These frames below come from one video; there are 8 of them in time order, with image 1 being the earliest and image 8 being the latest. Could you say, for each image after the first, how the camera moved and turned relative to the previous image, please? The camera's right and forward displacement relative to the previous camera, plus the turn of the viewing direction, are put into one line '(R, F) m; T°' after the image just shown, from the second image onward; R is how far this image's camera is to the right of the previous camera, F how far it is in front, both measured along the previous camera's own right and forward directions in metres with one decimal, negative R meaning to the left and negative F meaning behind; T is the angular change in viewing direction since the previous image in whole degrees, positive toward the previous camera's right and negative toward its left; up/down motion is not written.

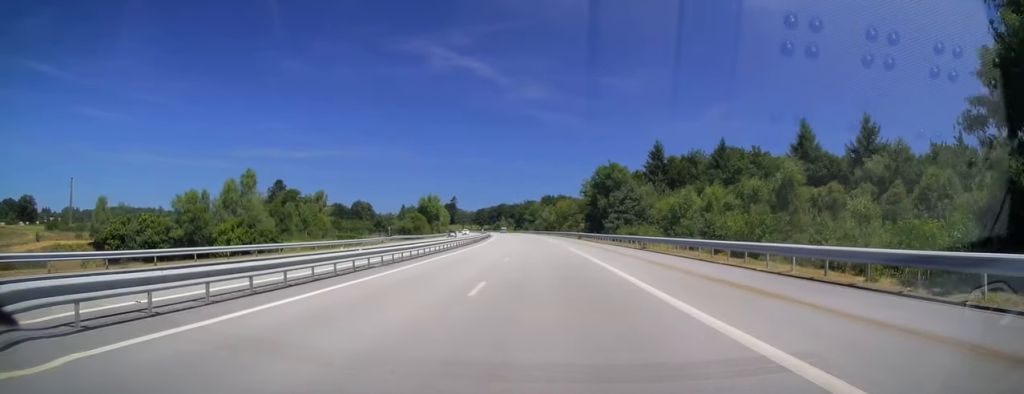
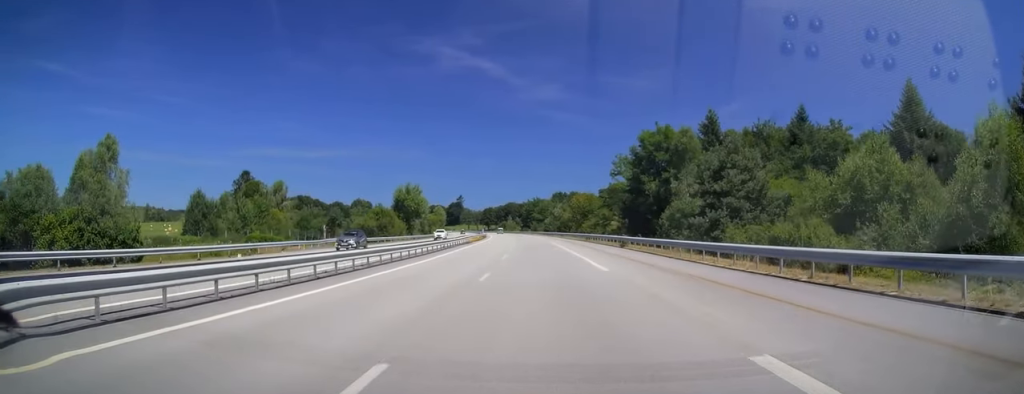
(-0.3, +35.4) m; -1°
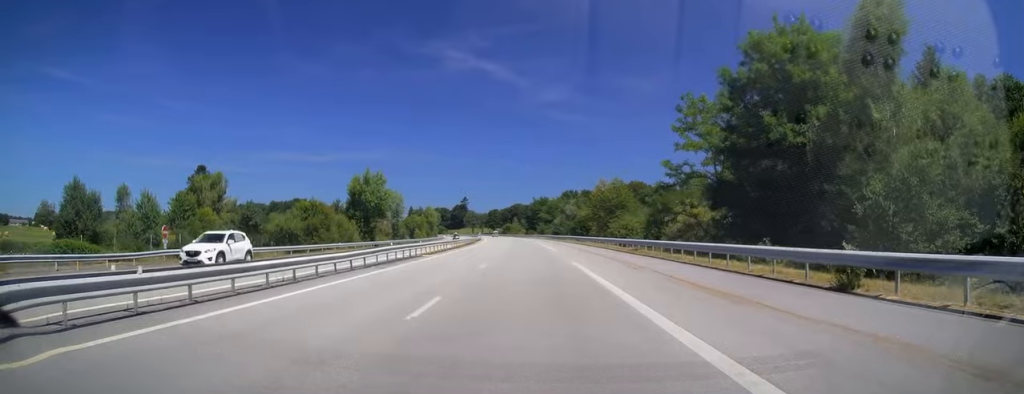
(-0.3, +32.5) m; -1°
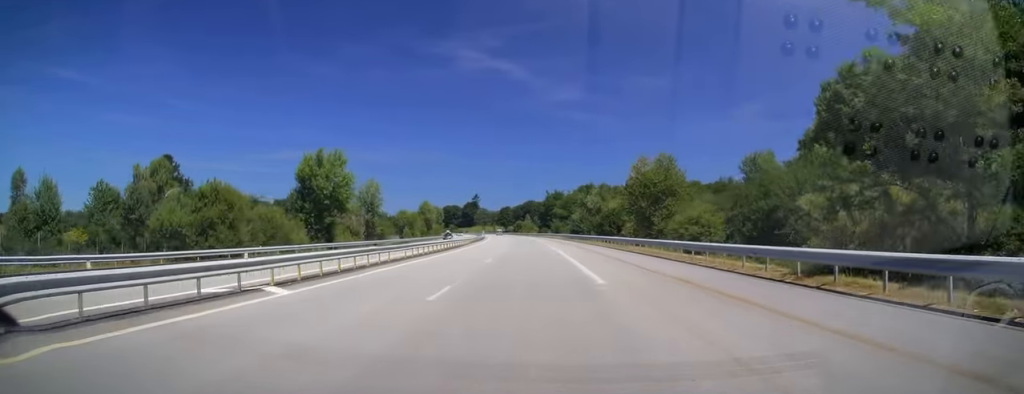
(-0.2, +23.6) m; -1°
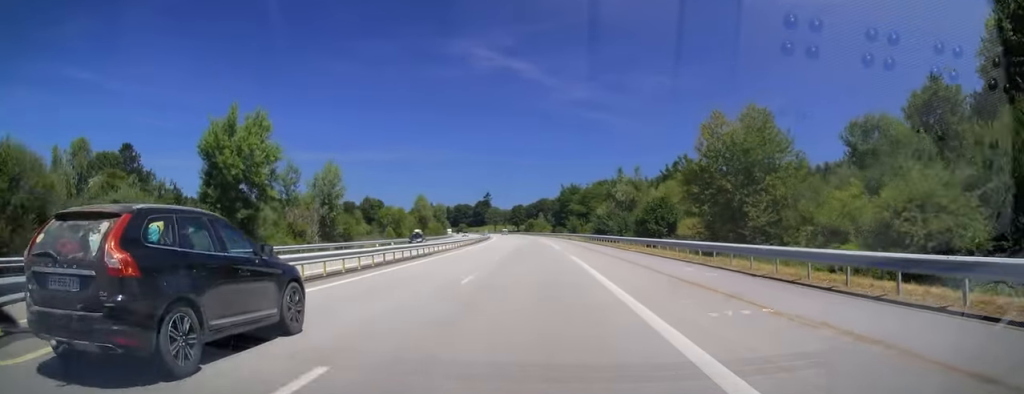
(-0.2, +22.1) m; -1°
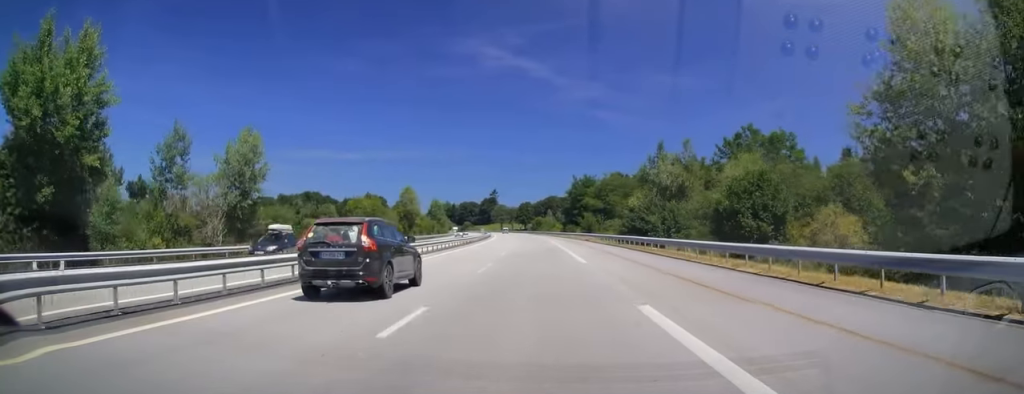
(+0.1, +21.1) m; -1°
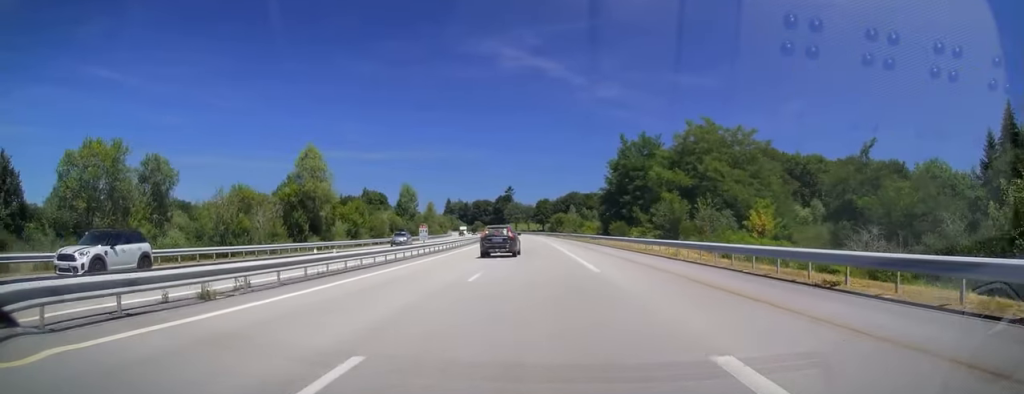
(-1.7, +56.1) m; -3°
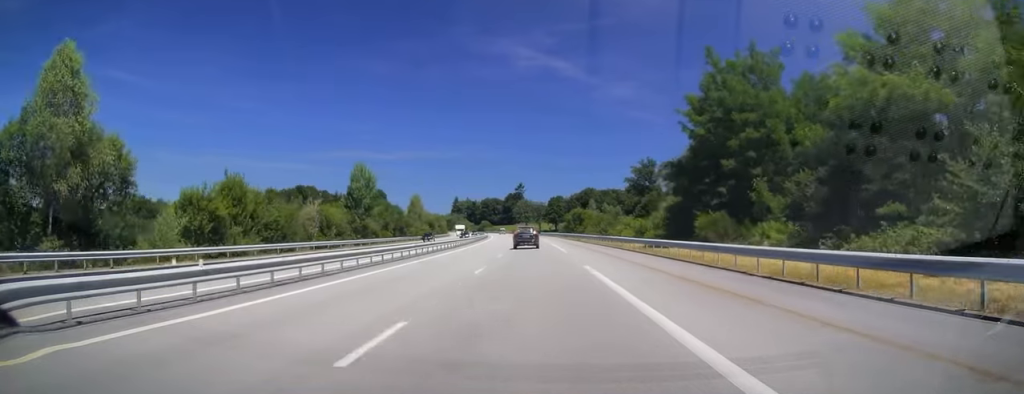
(-0.3, +36.4) m; -1°
